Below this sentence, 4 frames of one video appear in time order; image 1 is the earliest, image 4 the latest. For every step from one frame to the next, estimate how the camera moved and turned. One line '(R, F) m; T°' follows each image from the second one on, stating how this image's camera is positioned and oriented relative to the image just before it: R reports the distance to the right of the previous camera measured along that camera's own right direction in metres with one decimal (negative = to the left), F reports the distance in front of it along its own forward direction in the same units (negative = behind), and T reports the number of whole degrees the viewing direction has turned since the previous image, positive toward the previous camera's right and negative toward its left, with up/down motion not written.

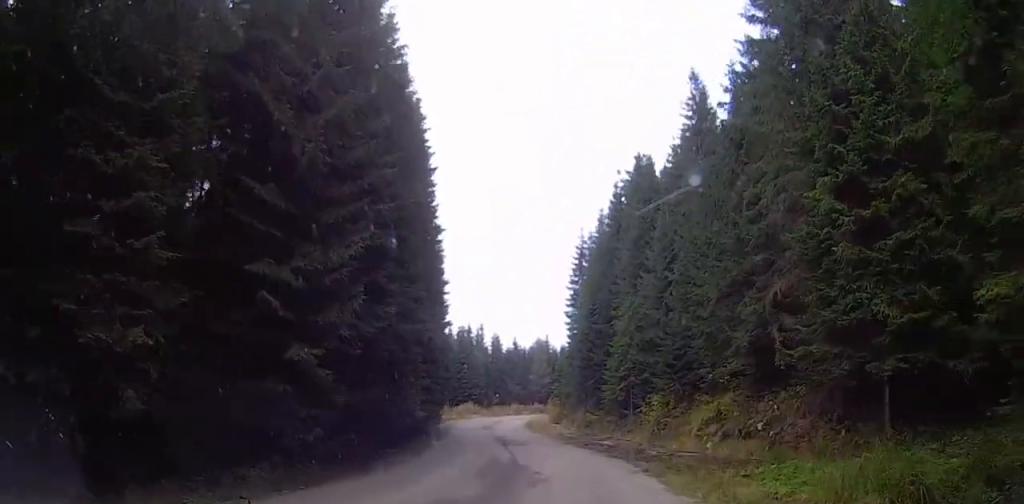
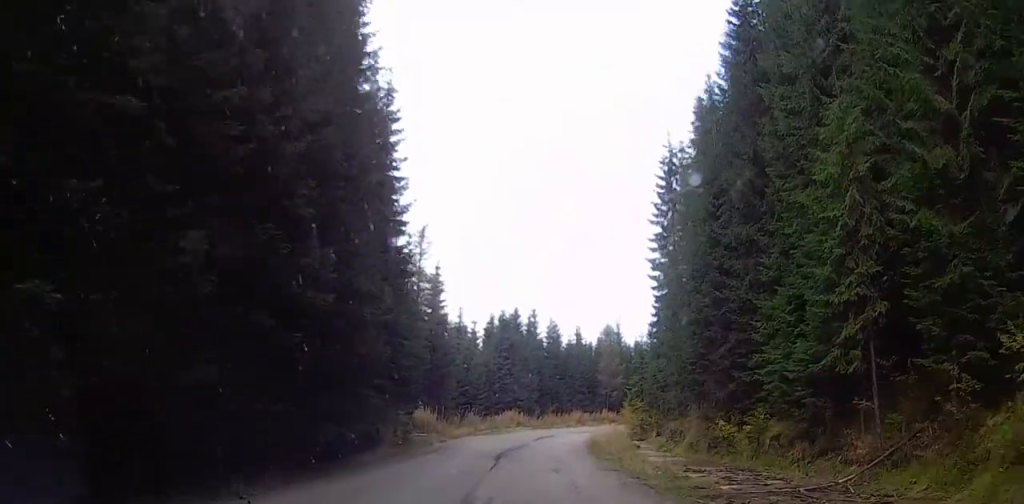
(-3.6, +31.4) m; -11°
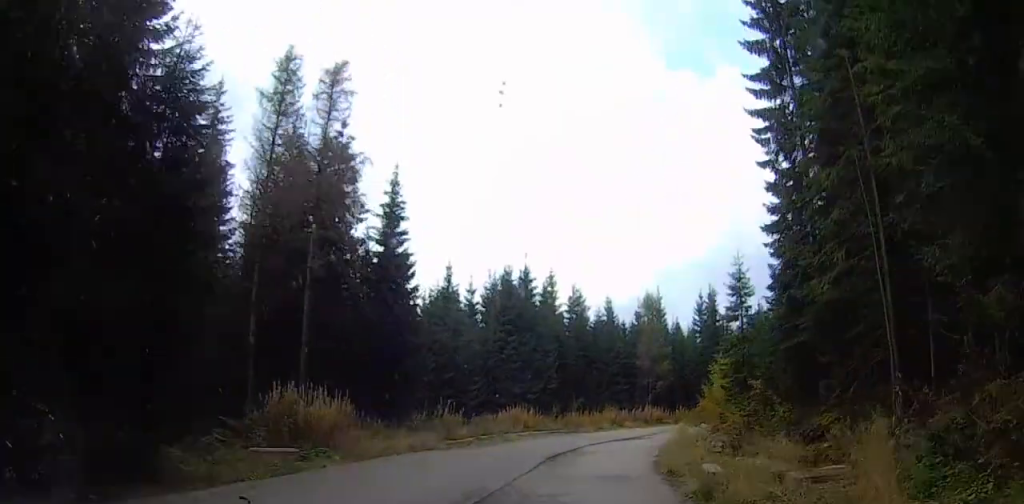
(-0.3, +25.0) m; 0°
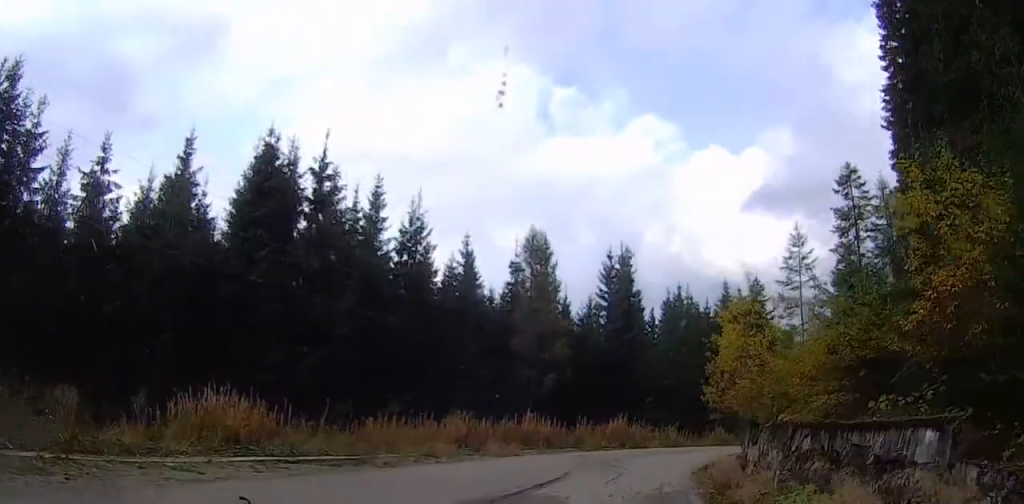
(+3.1, +31.9) m; +13°
